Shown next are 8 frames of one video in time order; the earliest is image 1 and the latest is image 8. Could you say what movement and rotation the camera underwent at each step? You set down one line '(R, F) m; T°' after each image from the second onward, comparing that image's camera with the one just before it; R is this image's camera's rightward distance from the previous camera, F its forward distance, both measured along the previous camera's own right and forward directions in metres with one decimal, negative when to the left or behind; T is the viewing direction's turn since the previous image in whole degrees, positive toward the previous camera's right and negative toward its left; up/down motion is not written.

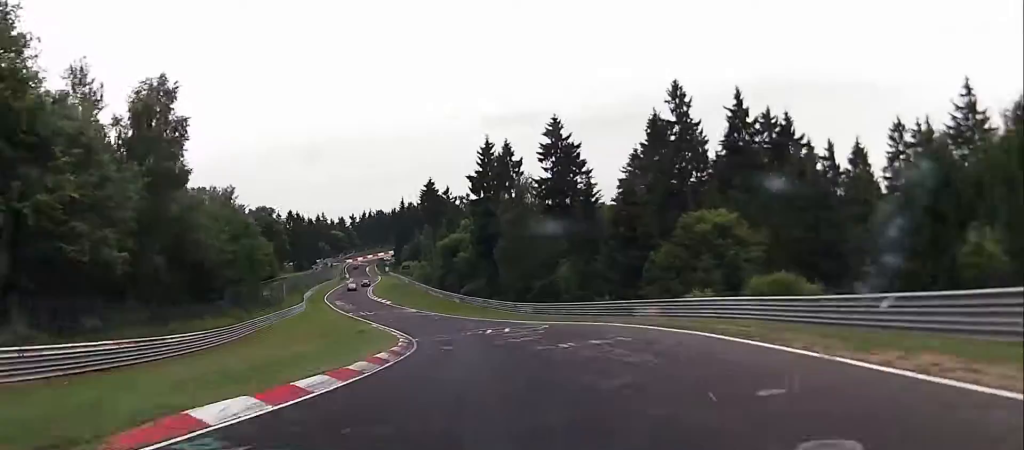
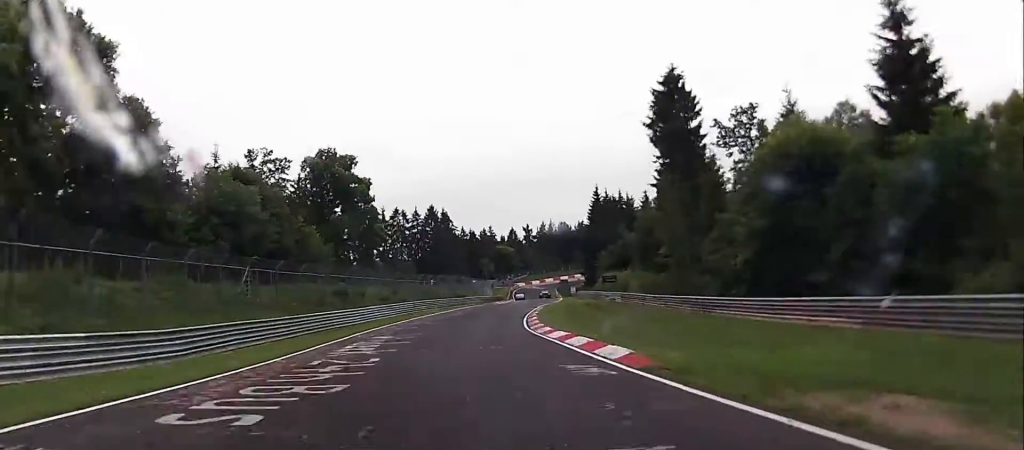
(-12.0, +80.7) m; -11°
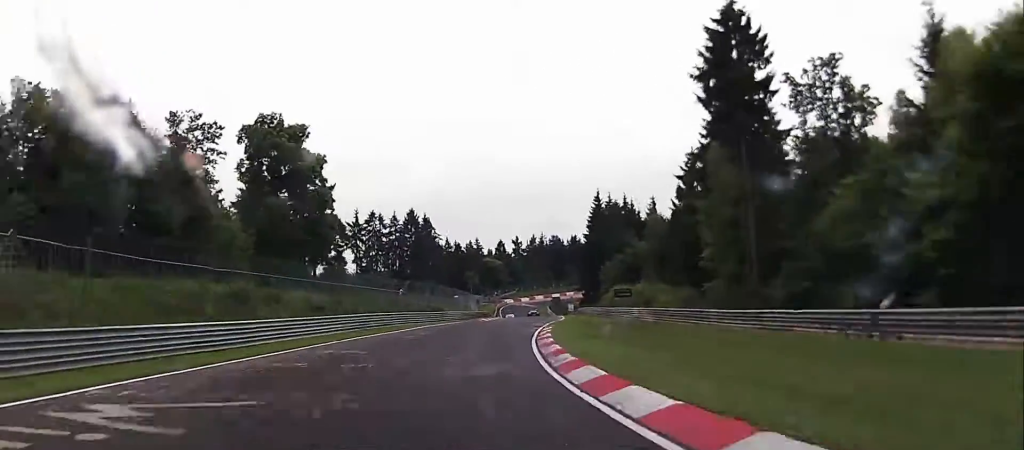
(-0.2, +18.0) m; 0°
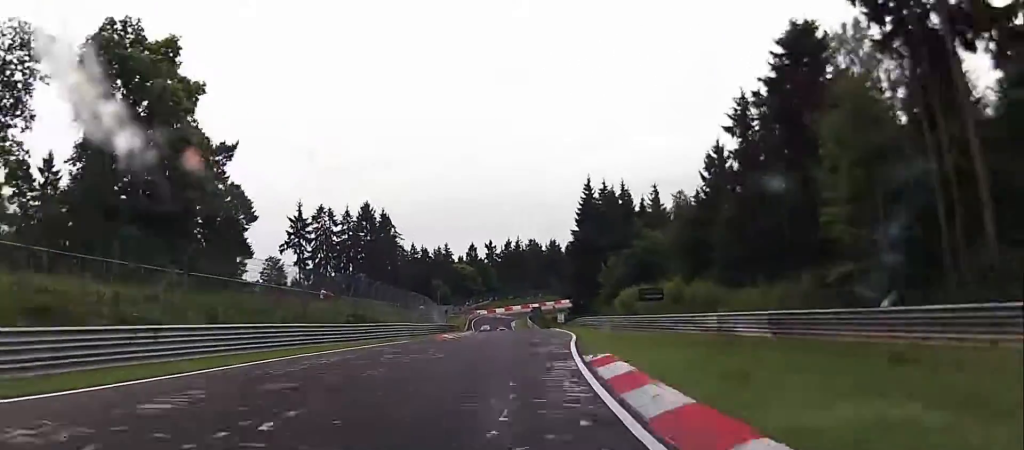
(0.0, +24.8) m; 0°
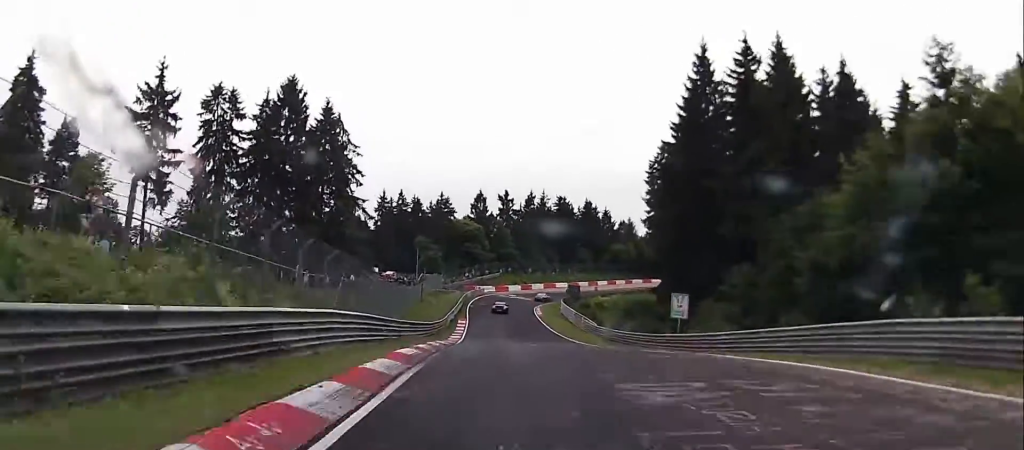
(+1.2, +60.3) m; +2°
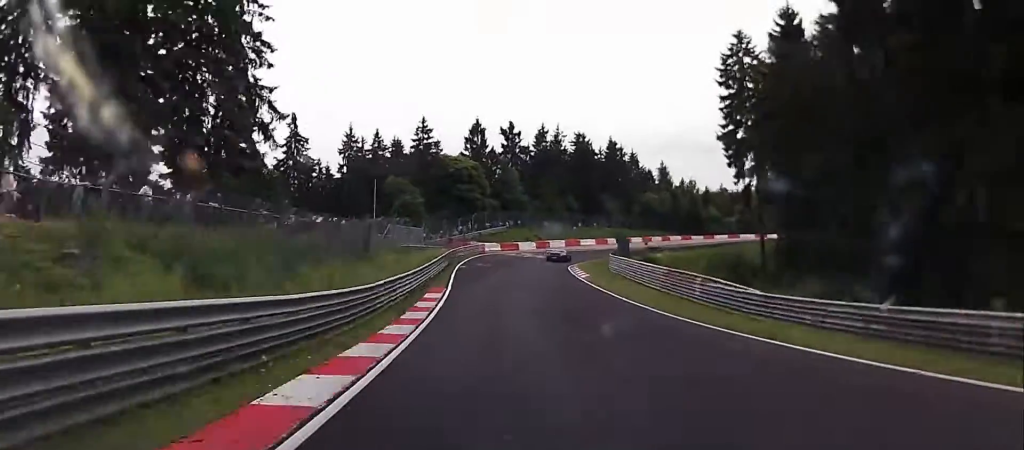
(0.0, +36.4) m; 0°
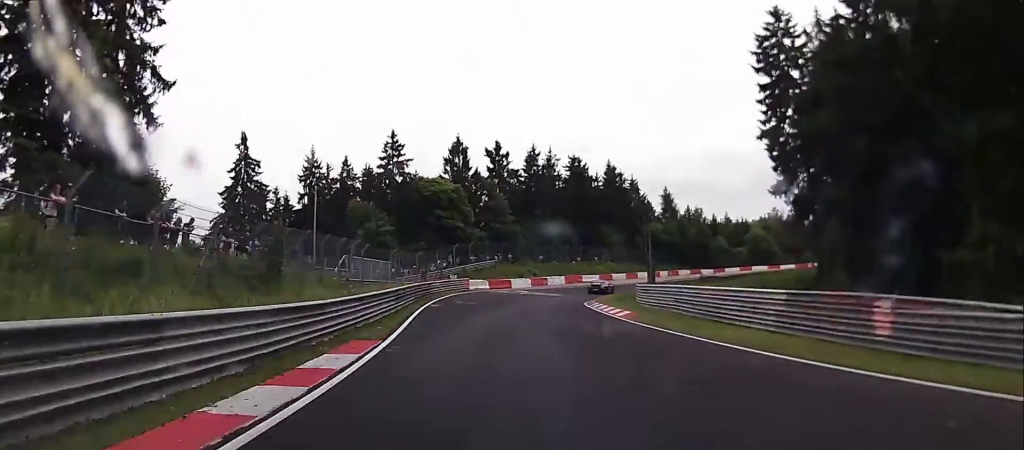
(+0.1, +15.8) m; +2°
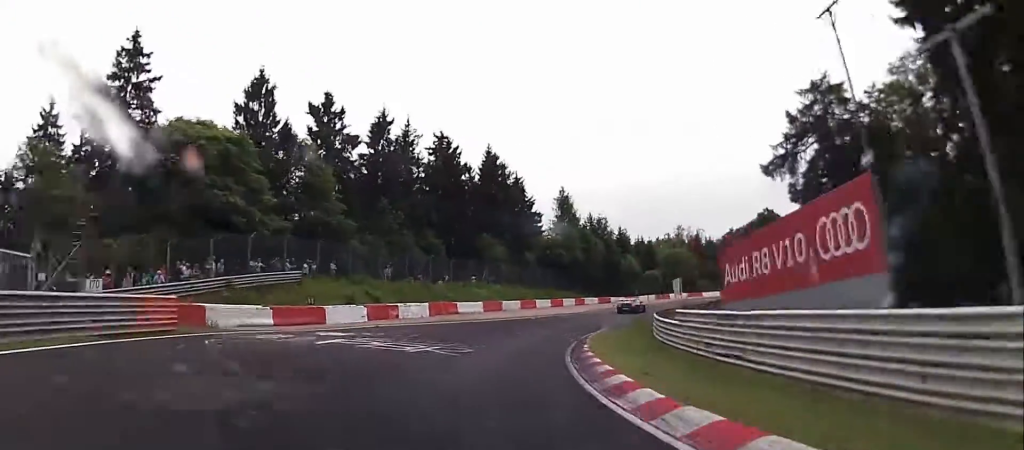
(+2.4, +37.4) m; +13°
